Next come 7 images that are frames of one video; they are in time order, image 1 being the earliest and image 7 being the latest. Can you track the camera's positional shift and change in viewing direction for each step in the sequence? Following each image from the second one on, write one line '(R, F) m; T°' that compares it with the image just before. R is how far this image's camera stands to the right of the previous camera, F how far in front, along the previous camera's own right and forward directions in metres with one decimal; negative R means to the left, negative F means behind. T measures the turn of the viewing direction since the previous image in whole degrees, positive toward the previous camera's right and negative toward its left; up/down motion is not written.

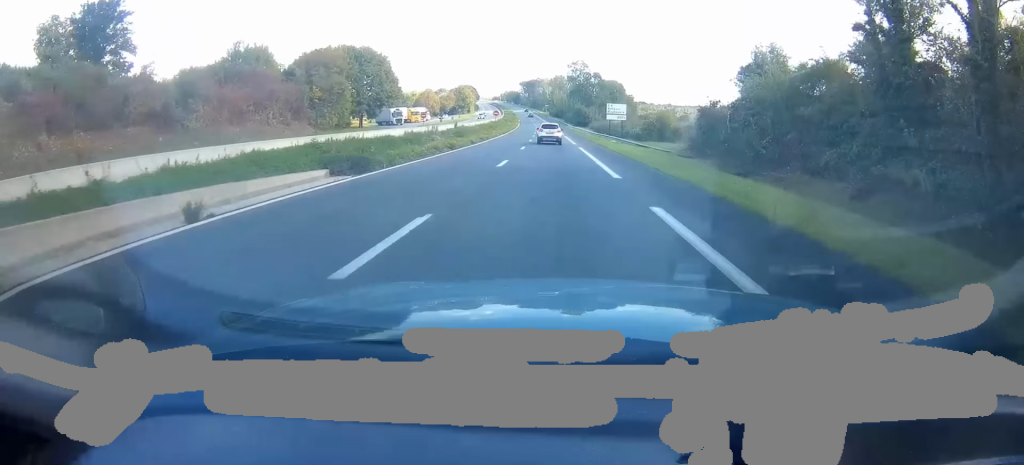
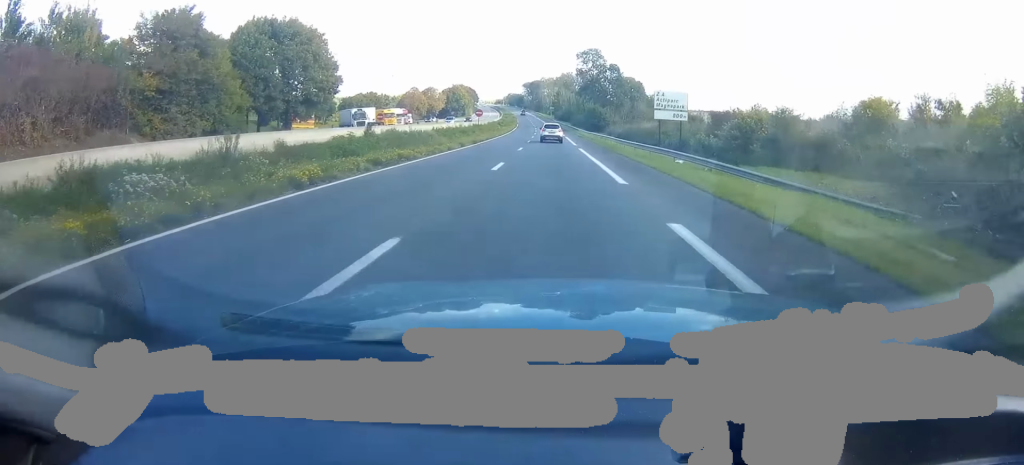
(-0.2, +26.7) m; -1°
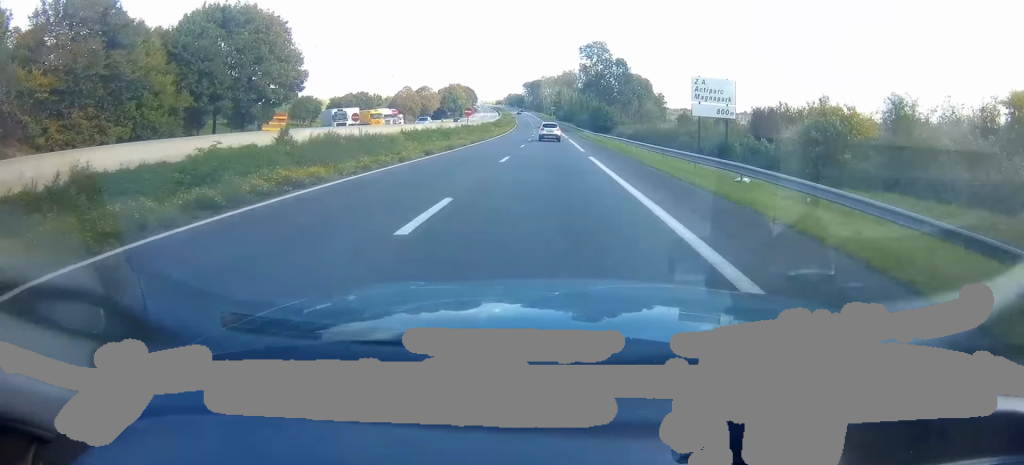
(-0.1, +9.3) m; 0°
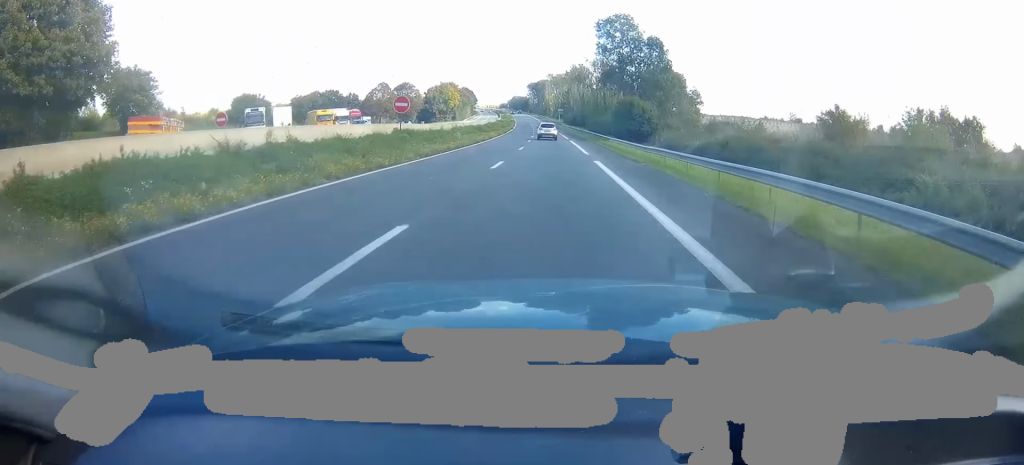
(0.0, +27.5) m; 0°
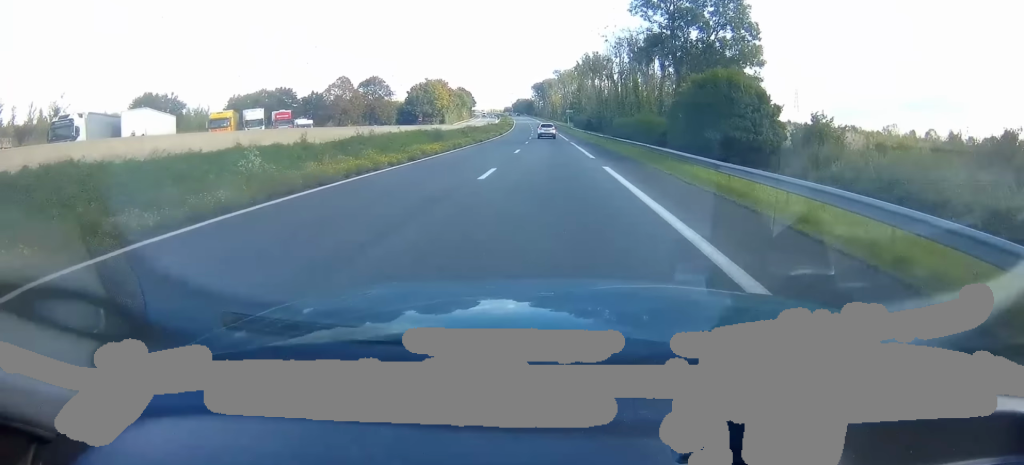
(0.0, +28.6) m; -1°
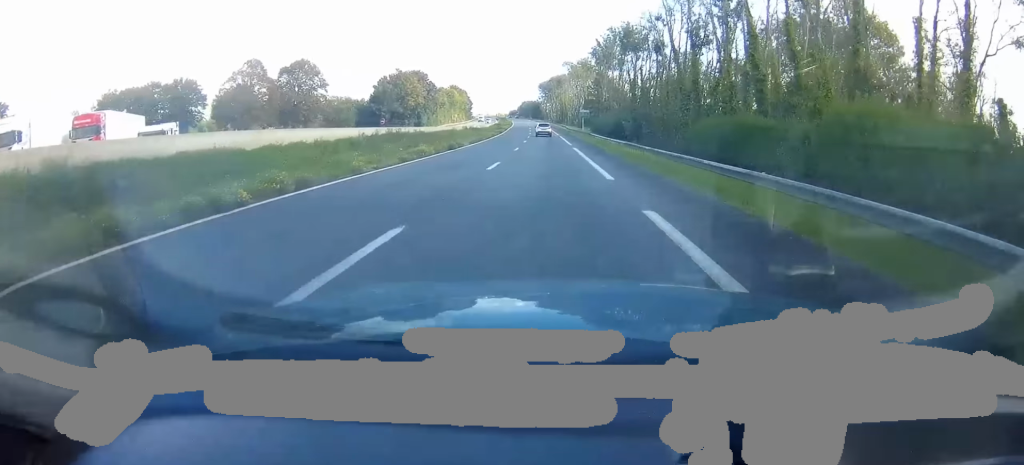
(-0.6, +34.8) m; -2°
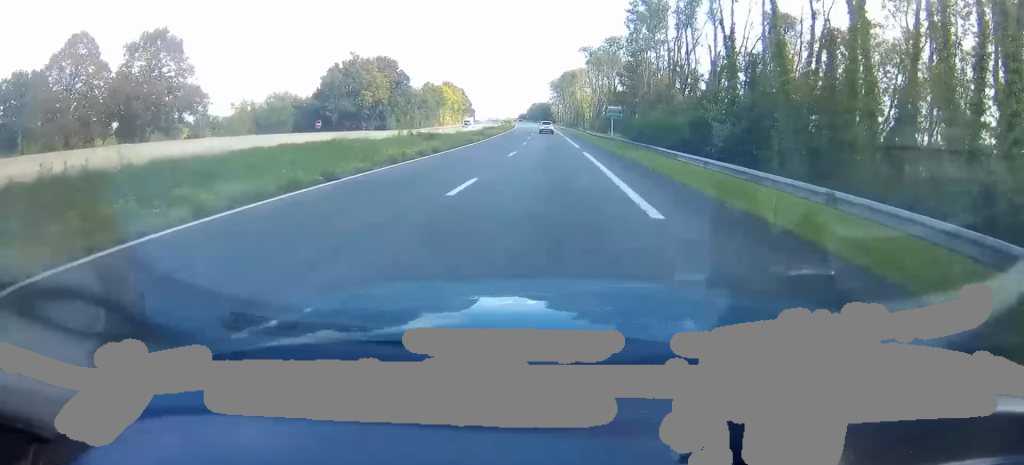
(-0.1, +31.8) m; -1°
